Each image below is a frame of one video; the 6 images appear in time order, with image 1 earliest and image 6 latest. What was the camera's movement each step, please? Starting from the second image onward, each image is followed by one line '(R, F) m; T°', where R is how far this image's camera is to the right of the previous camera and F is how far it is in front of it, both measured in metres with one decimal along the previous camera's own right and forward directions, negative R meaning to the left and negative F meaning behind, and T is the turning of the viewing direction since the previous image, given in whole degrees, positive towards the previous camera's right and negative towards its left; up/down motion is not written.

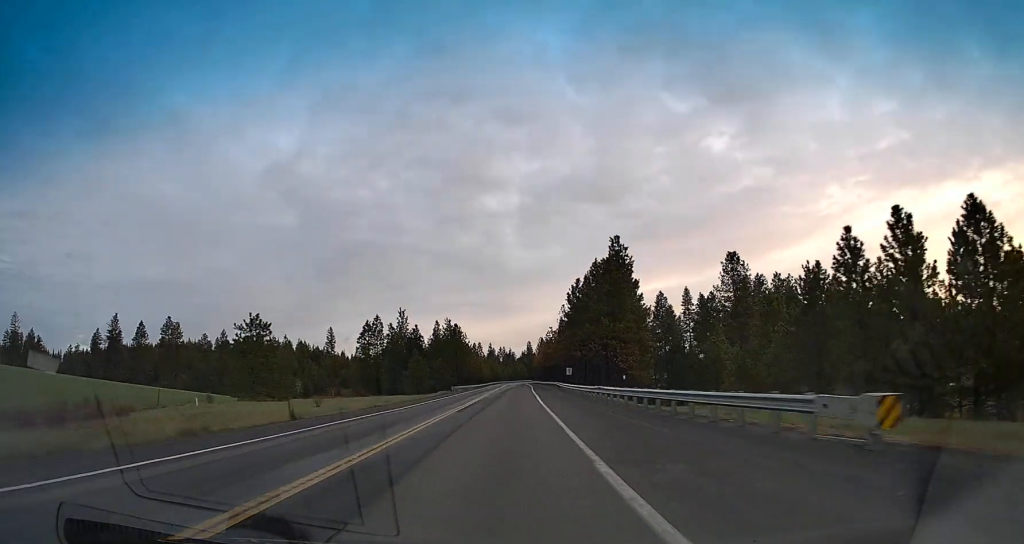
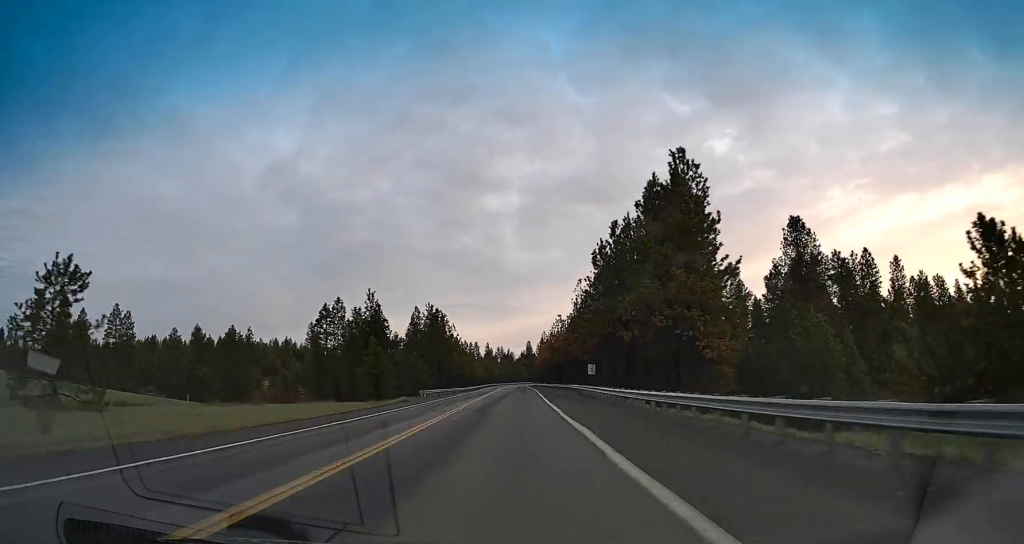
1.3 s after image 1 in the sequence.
(-0.4, +33.7) m; -1°
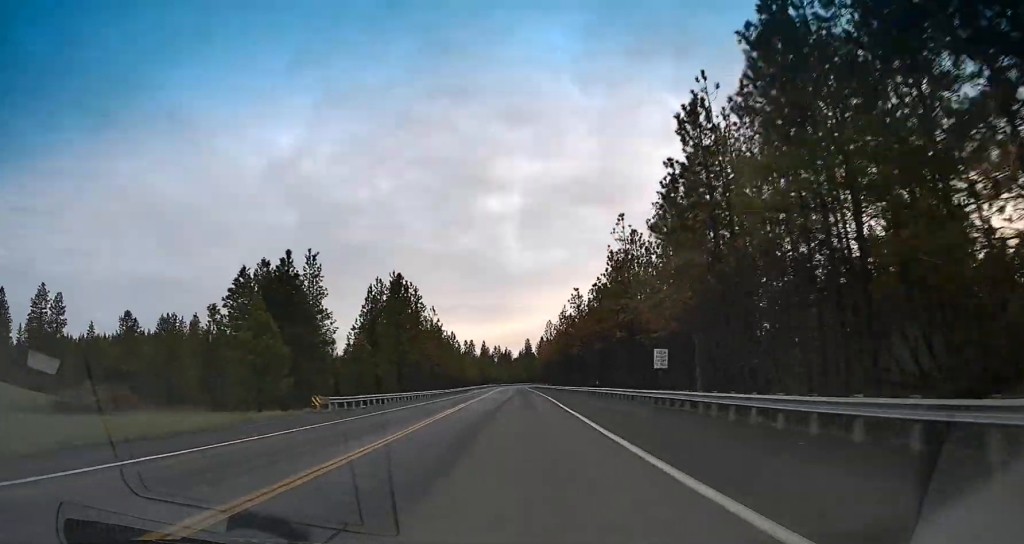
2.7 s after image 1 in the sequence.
(+0.1, +40.4) m; +1°
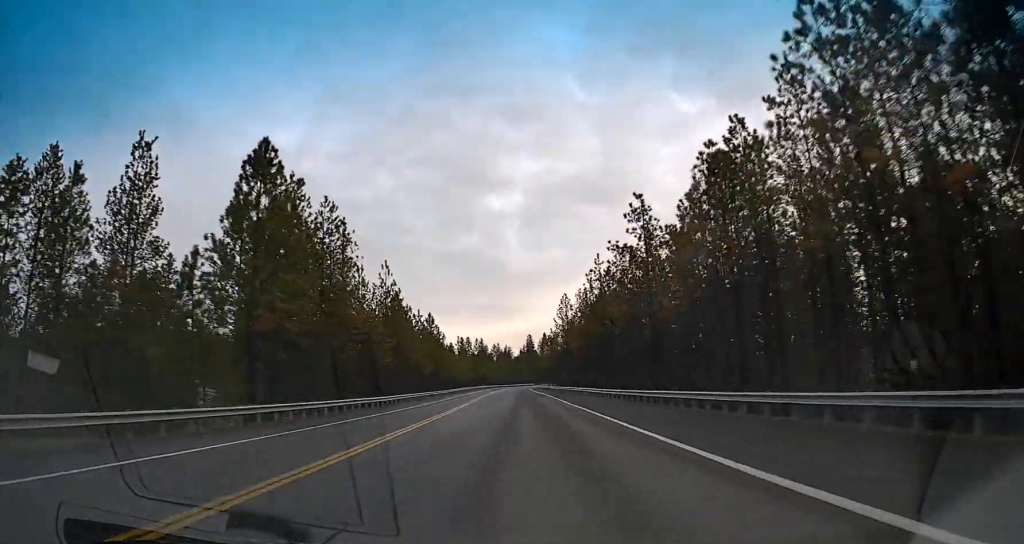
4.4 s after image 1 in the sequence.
(+0.1, +53.5) m; 0°
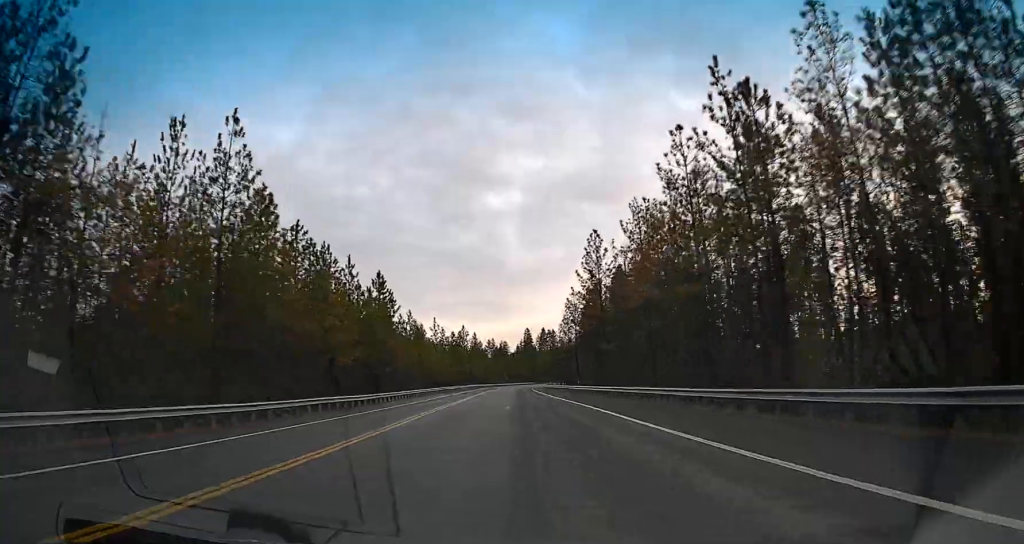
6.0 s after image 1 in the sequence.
(0.0, +47.4) m; +1°
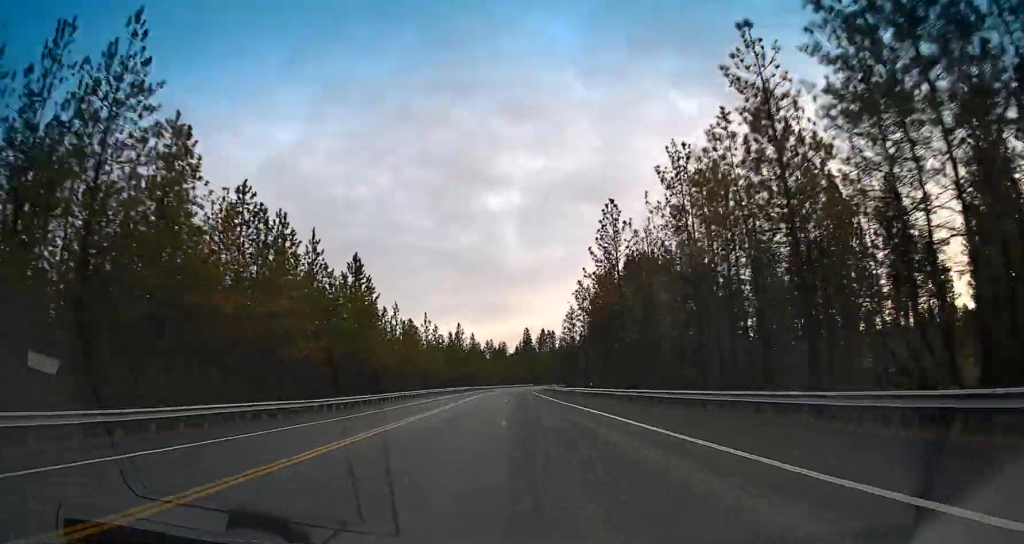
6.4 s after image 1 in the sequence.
(0.0, +12.4) m; 0°
